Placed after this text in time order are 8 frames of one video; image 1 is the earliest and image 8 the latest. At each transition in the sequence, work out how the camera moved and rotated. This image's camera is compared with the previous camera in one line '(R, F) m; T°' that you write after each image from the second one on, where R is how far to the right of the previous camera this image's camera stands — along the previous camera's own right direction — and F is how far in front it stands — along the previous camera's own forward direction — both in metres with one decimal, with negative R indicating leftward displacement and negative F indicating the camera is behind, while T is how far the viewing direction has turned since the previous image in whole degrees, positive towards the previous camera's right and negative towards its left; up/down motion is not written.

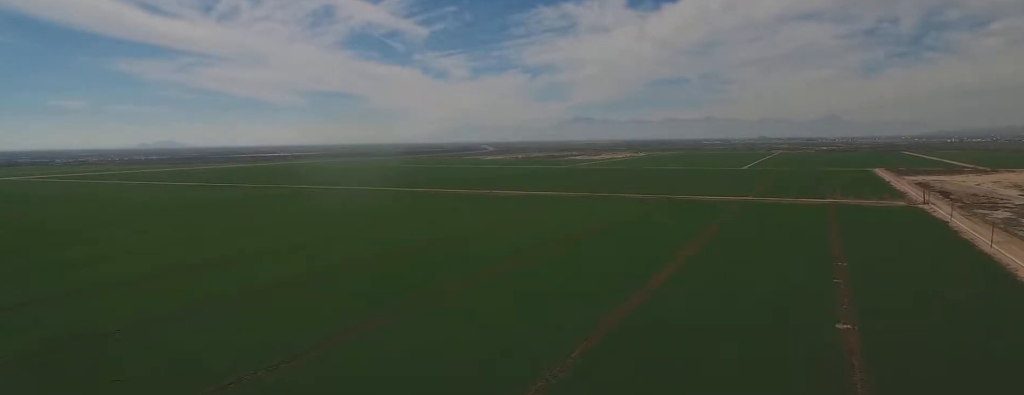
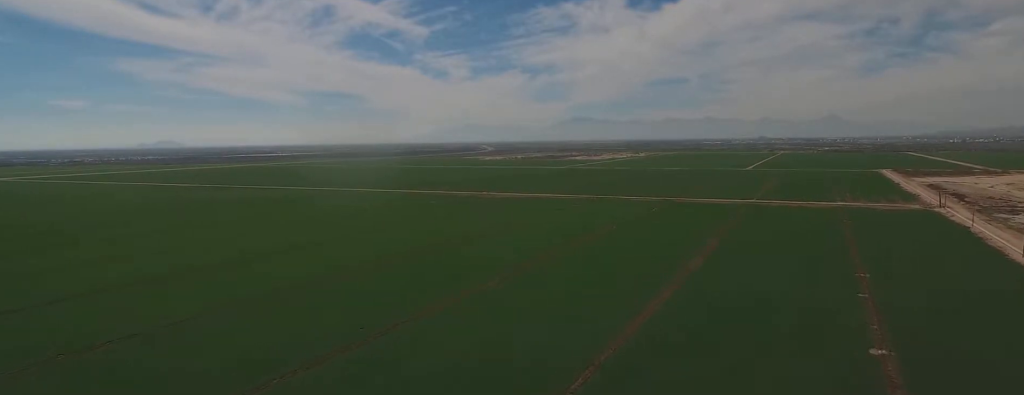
(+0.1, +16.7) m; 0°
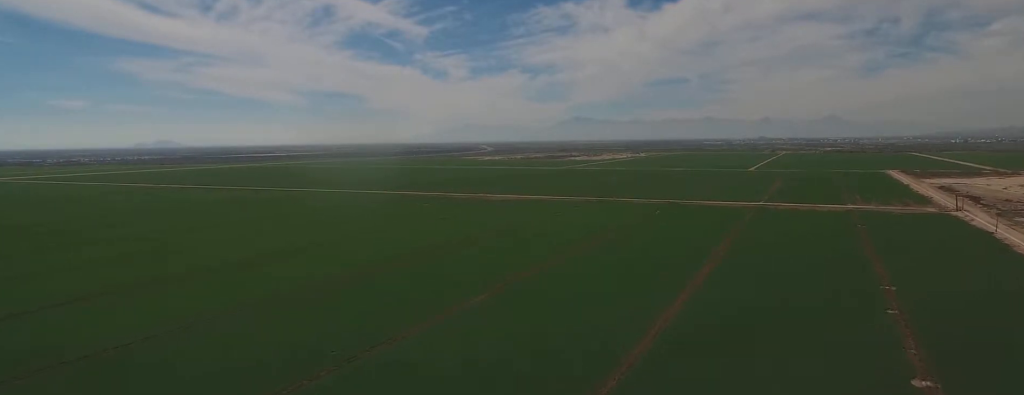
(0.0, +15.6) m; 0°
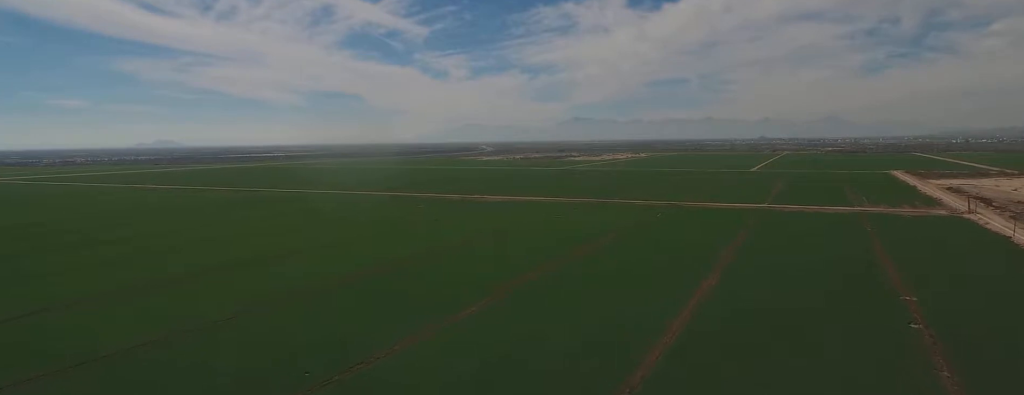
(-0.1, +11.1) m; -1°
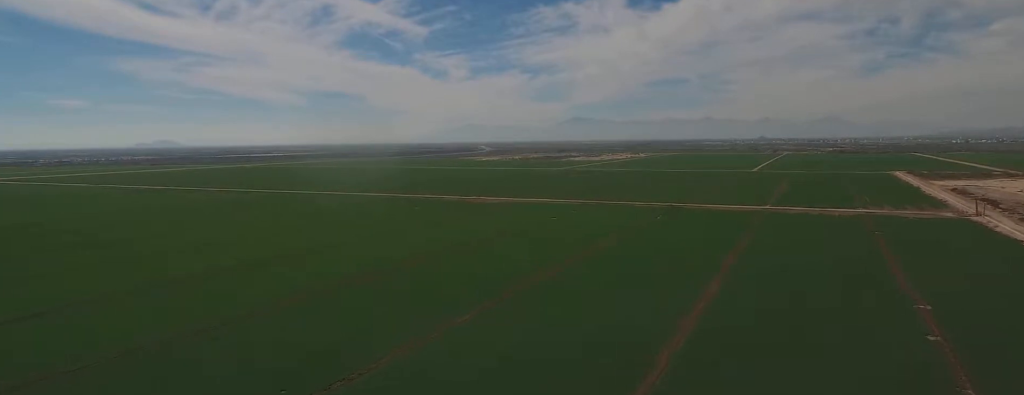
(-0.1, +7.6) m; -1°
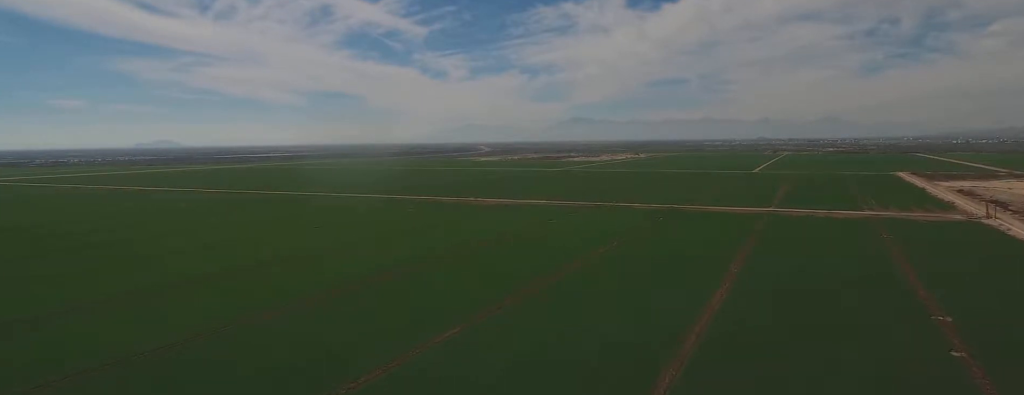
(-0.1, +9.3) m; -1°
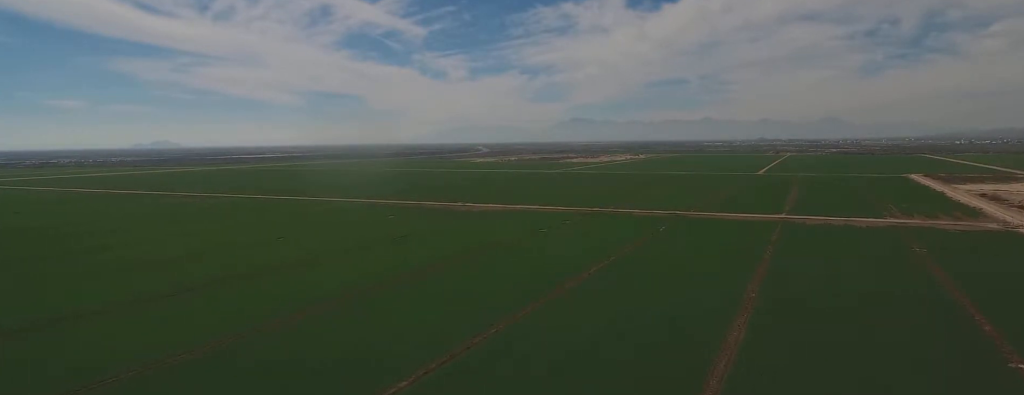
(-0.7, +31.2) m; -2°
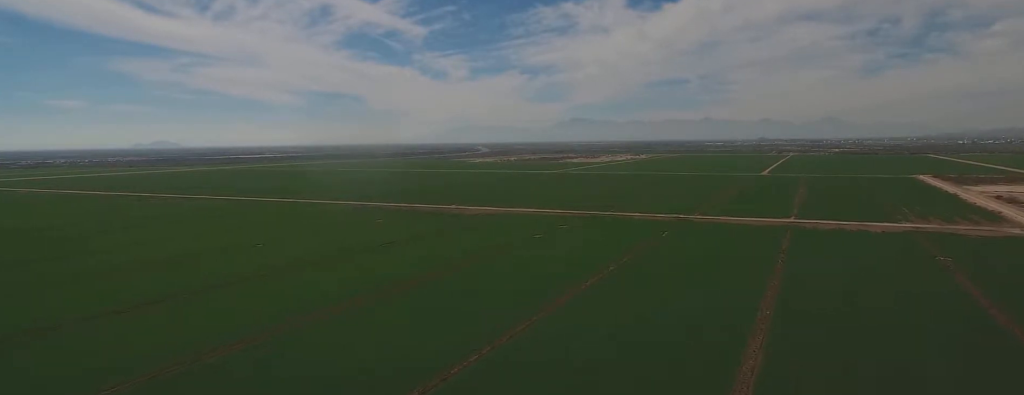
(0.0, +18.0) m; 0°
